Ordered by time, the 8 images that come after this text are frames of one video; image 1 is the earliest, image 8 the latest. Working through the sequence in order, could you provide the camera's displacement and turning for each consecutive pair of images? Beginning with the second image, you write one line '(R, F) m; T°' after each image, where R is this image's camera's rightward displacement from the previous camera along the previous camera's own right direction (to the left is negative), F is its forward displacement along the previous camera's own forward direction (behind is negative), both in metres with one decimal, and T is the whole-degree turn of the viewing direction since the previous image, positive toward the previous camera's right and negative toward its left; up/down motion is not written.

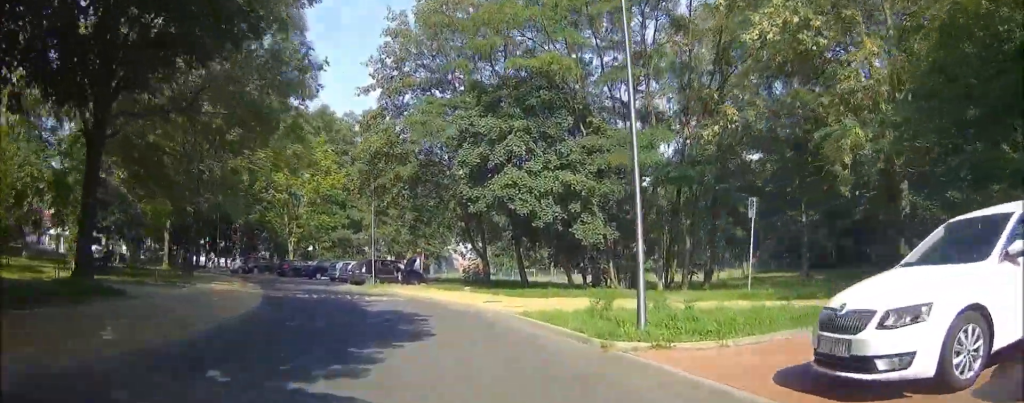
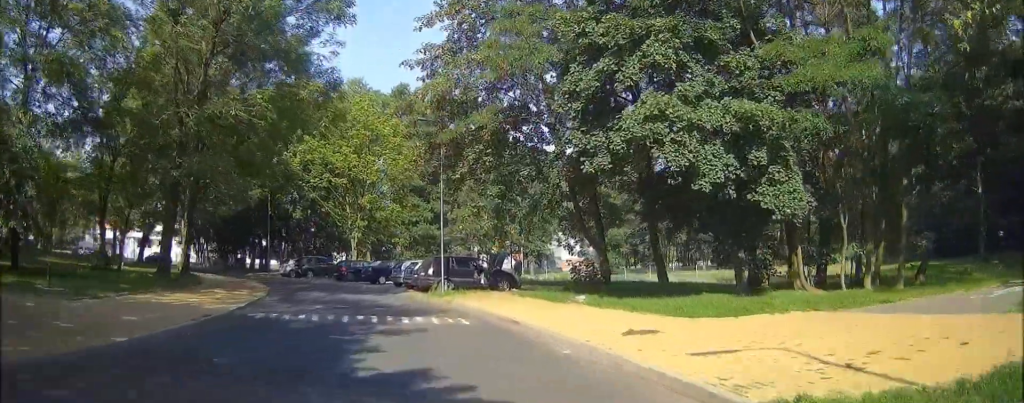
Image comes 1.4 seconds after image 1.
(-0.4, +10.5) m; -10°
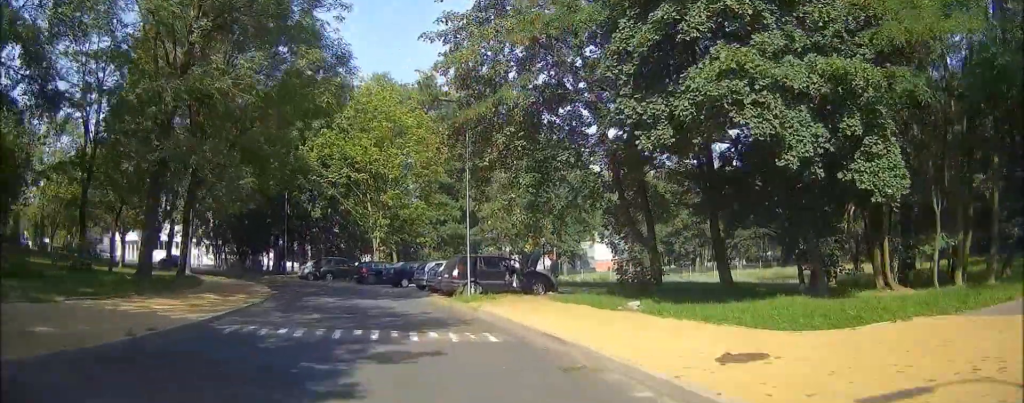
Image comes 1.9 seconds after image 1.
(-0.3, +3.2) m; -4°
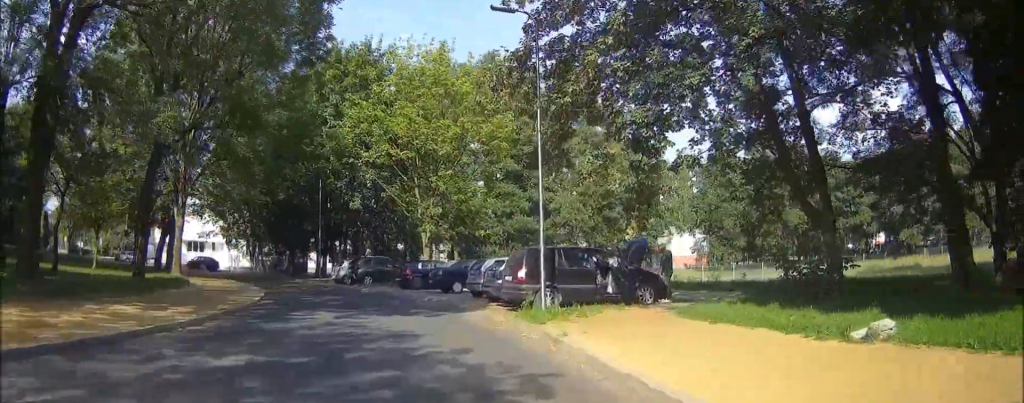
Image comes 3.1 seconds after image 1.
(-0.4, +8.1) m; -3°
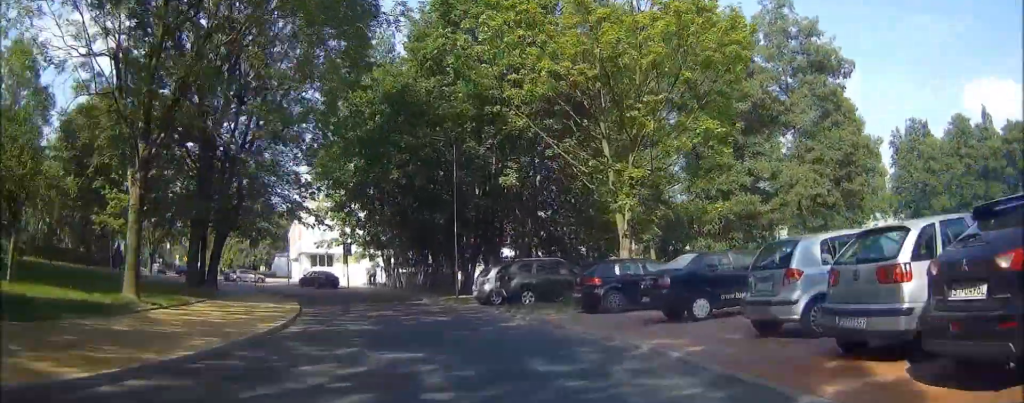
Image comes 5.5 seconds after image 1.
(-0.2, +15.5) m; -7°
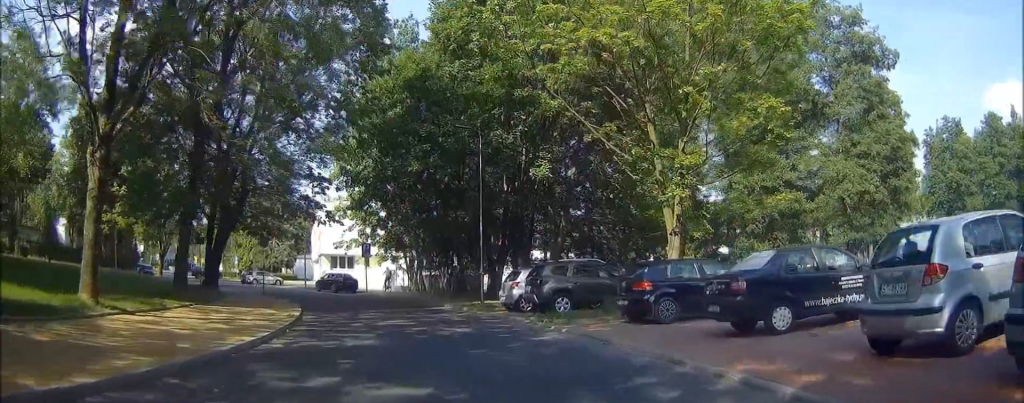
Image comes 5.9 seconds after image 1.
(+0.1, +2.8) m; -6°
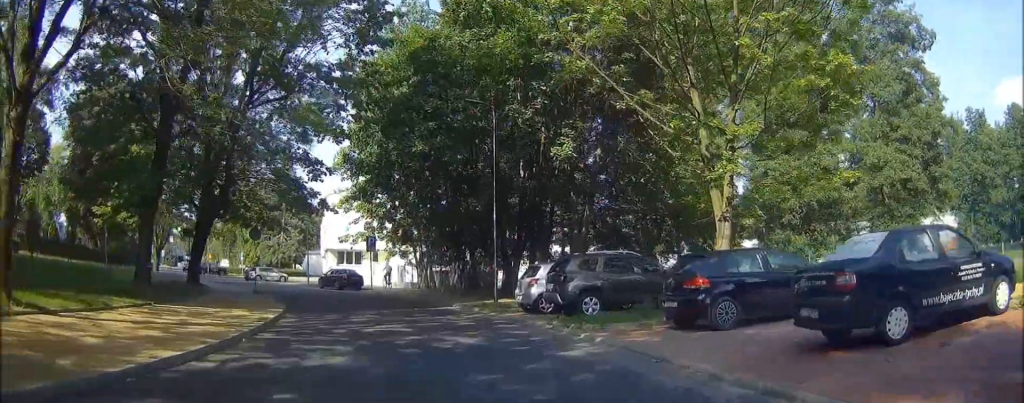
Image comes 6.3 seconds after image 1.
(0.0, +3.0) m; -6°
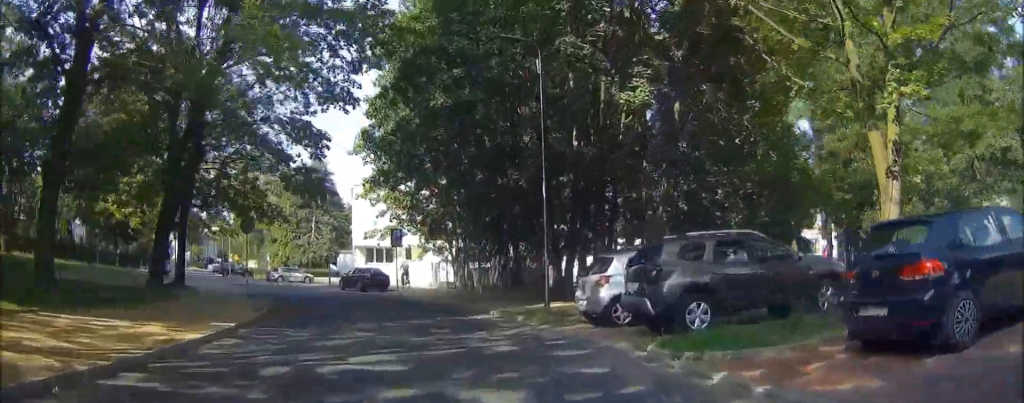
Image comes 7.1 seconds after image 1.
(-0.8, +5.8) m; -11°
